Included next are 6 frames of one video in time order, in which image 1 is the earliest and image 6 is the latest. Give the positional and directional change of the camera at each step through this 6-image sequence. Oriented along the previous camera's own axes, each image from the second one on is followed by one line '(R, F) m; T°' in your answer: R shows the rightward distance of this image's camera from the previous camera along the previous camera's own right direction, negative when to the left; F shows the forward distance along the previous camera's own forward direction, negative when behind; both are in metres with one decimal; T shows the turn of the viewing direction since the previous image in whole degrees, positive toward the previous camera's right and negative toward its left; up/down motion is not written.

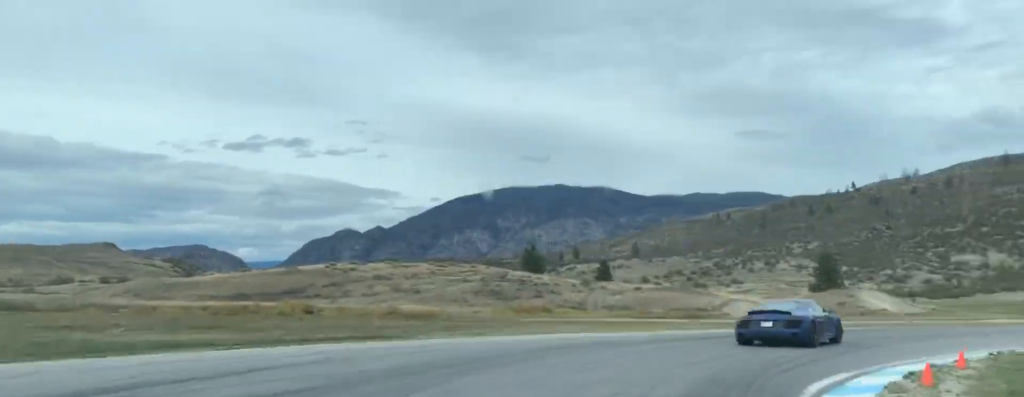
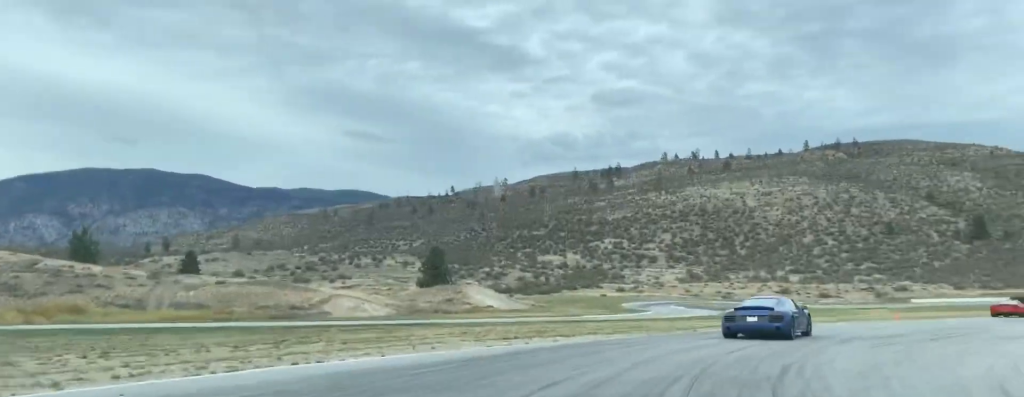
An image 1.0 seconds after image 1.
(+5.8, +18.3) m; +36°
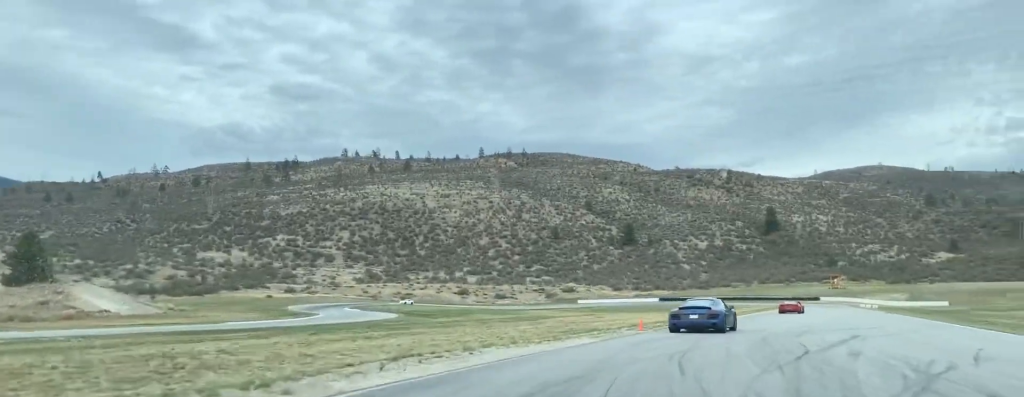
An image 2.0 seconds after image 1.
(+5.3, +20.2) m; +21°
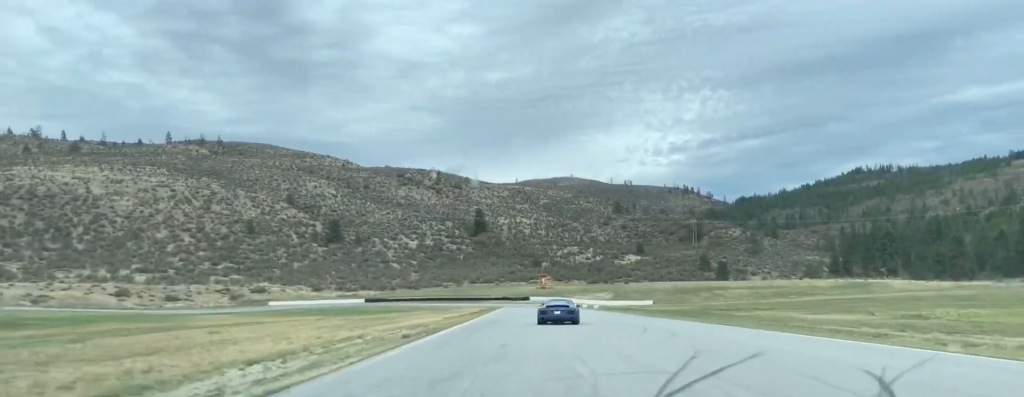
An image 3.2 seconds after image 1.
(+4.2, +28.9) m; +15°
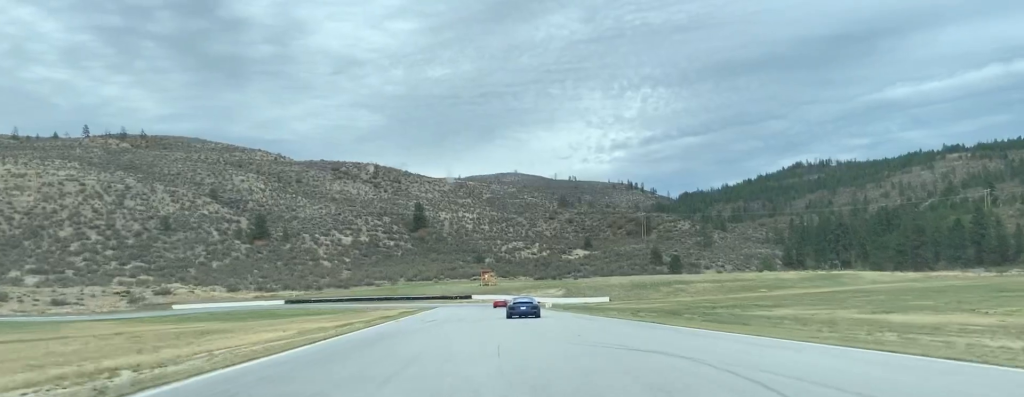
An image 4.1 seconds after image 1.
(+2.2, +23.4) m; +5°
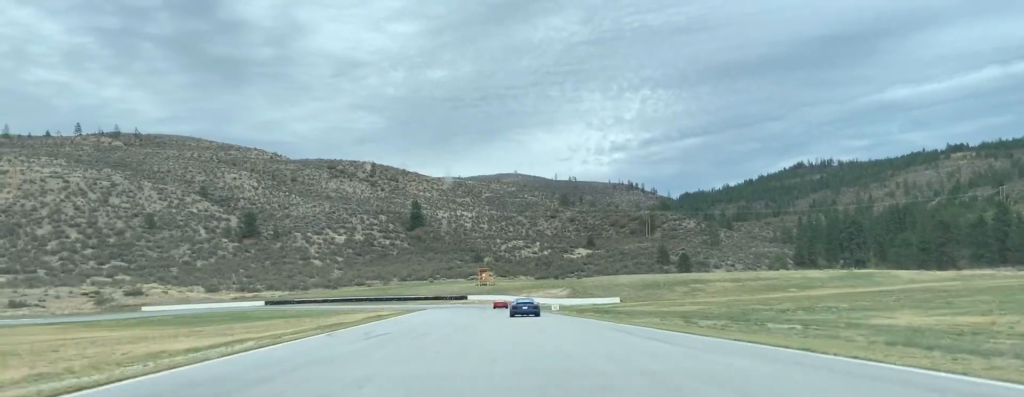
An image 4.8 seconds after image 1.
(0.0, +18.4) m; 0°
